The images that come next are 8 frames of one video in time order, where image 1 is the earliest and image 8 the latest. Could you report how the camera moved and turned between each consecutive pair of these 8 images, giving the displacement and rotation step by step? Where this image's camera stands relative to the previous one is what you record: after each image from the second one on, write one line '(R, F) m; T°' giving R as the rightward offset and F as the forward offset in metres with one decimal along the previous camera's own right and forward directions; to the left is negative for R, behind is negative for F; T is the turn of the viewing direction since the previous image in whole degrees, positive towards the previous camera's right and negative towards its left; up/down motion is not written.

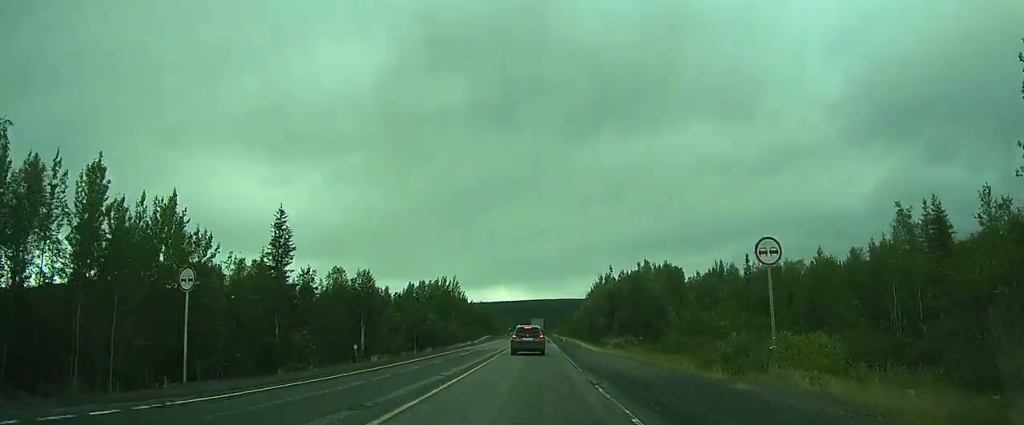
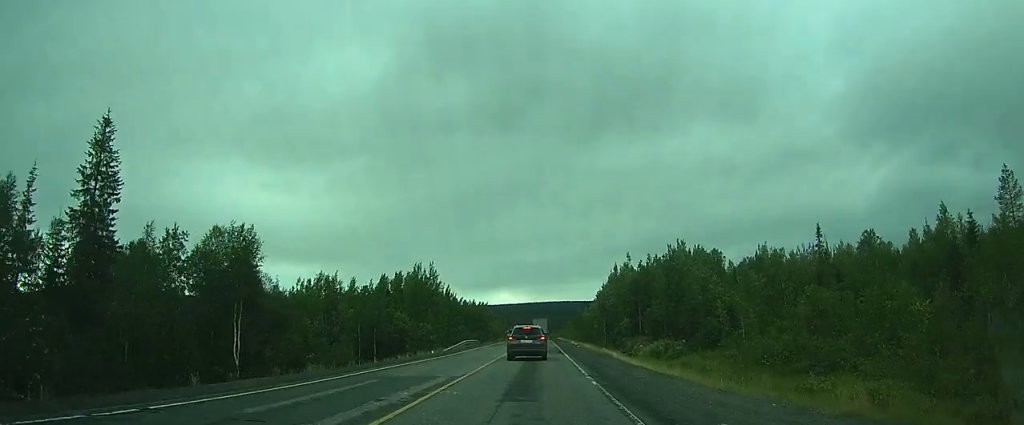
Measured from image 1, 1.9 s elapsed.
(+0.2, +22.0) m; 0°
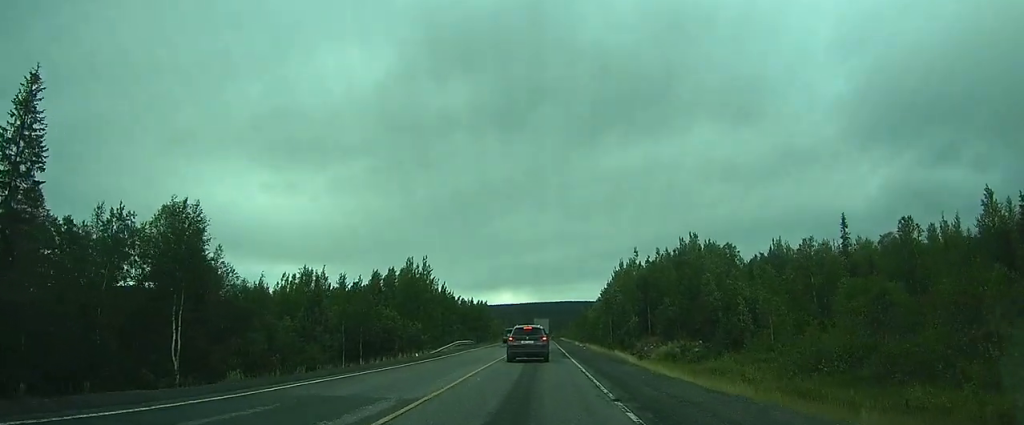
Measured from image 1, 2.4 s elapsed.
(-0.1, +5.5) m; -1°
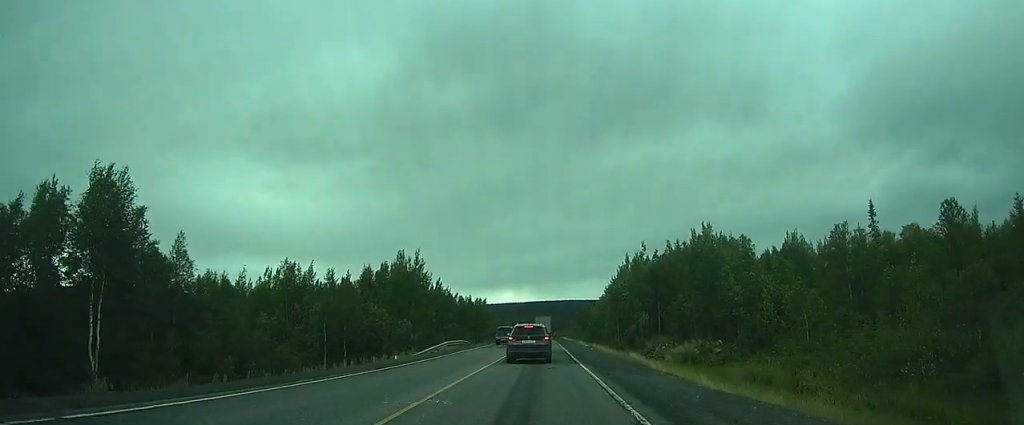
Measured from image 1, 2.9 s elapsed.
(0.0, +5.4) m; -1°
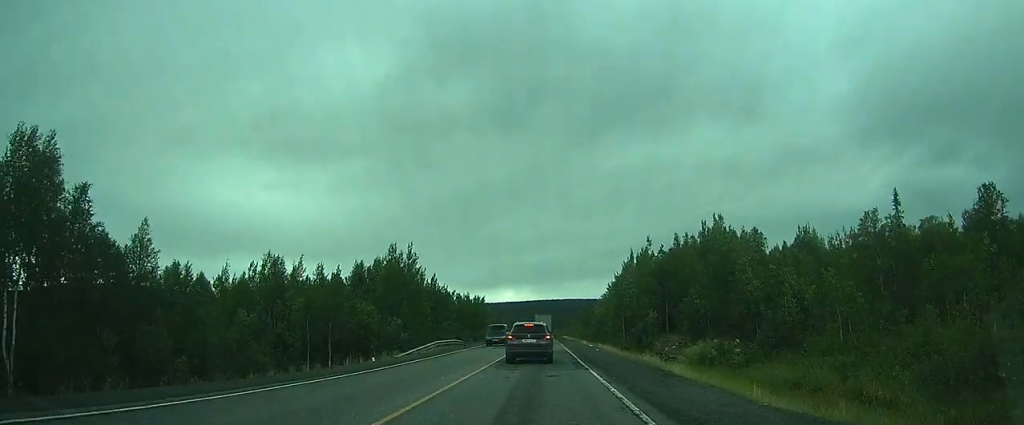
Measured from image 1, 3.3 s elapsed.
(0.0, +4.1) m; 0°
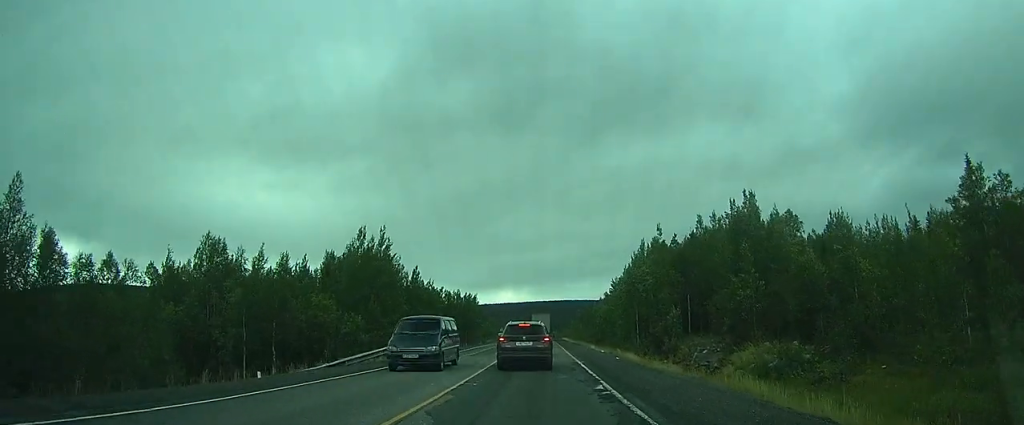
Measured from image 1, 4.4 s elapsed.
(0.0, +11.2) m; +1°
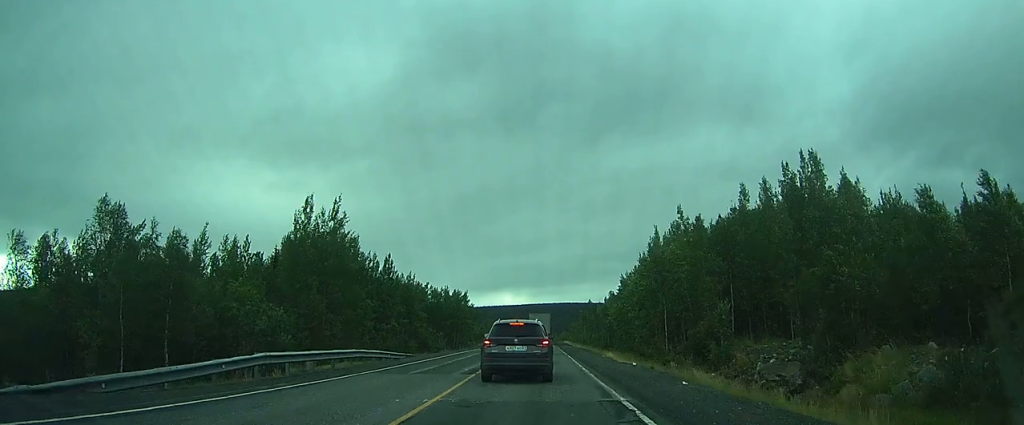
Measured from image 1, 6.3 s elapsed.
(+0.3, +14.7) m; +1°
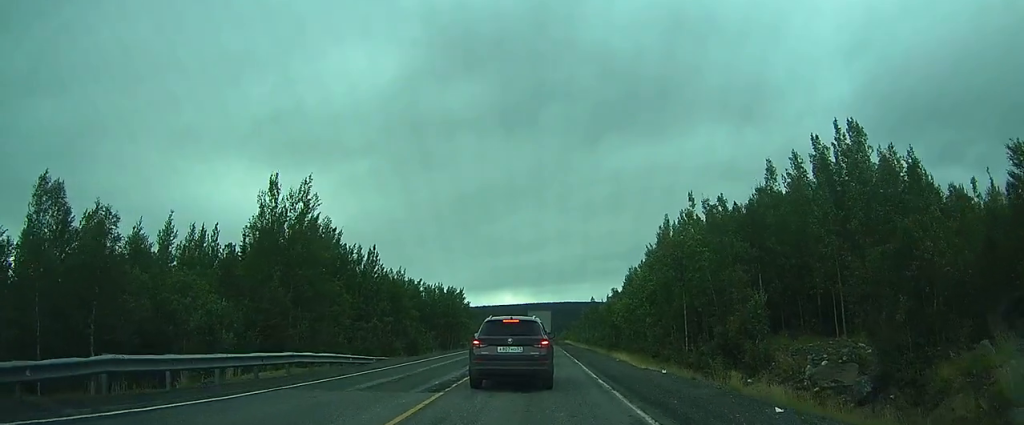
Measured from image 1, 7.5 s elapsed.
(0.0, +6.3) m; -2°
